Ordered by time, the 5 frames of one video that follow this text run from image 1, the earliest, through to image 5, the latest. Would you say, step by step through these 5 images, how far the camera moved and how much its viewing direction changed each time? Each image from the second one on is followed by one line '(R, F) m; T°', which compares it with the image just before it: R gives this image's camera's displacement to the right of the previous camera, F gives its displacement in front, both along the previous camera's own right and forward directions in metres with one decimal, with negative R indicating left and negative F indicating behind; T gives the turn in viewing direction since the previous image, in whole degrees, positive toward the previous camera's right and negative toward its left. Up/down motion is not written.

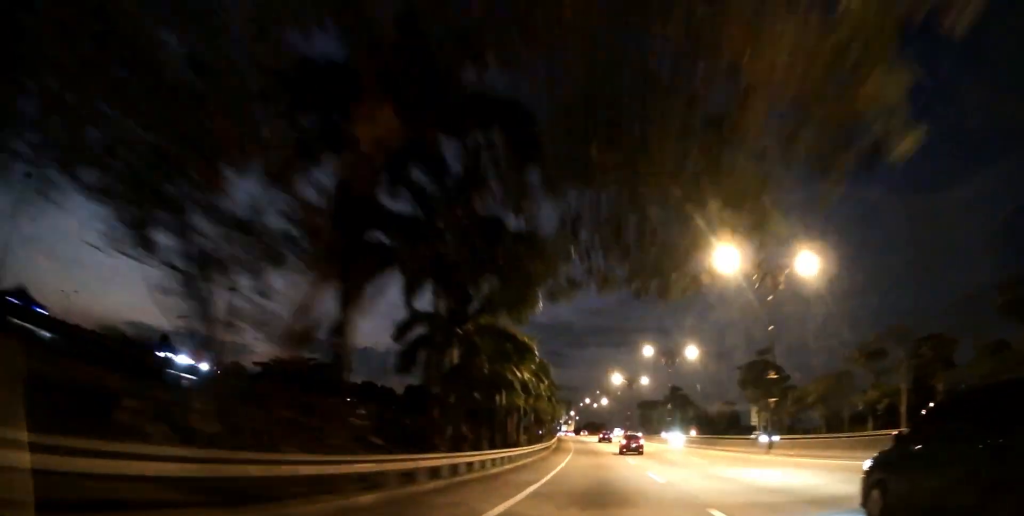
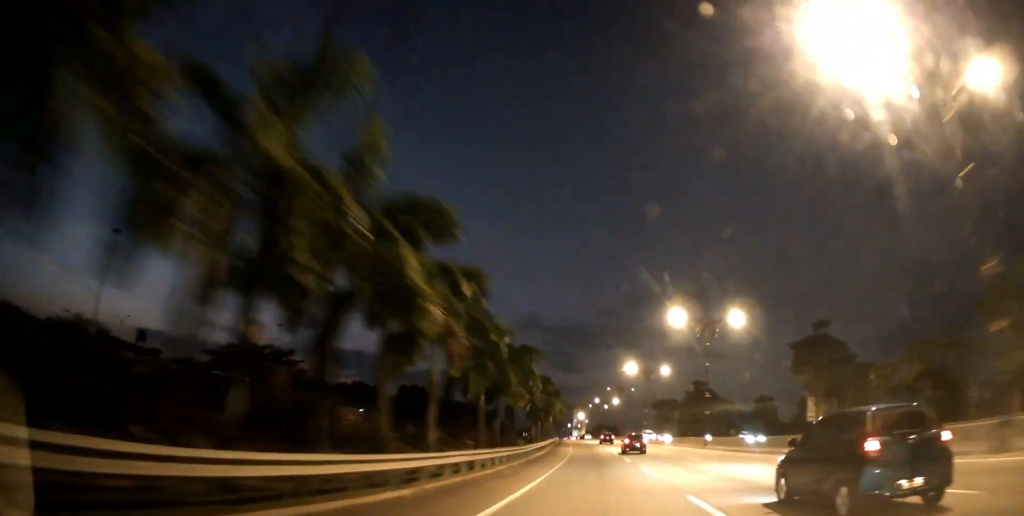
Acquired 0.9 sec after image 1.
(-0.2, +22.3) m; -1°
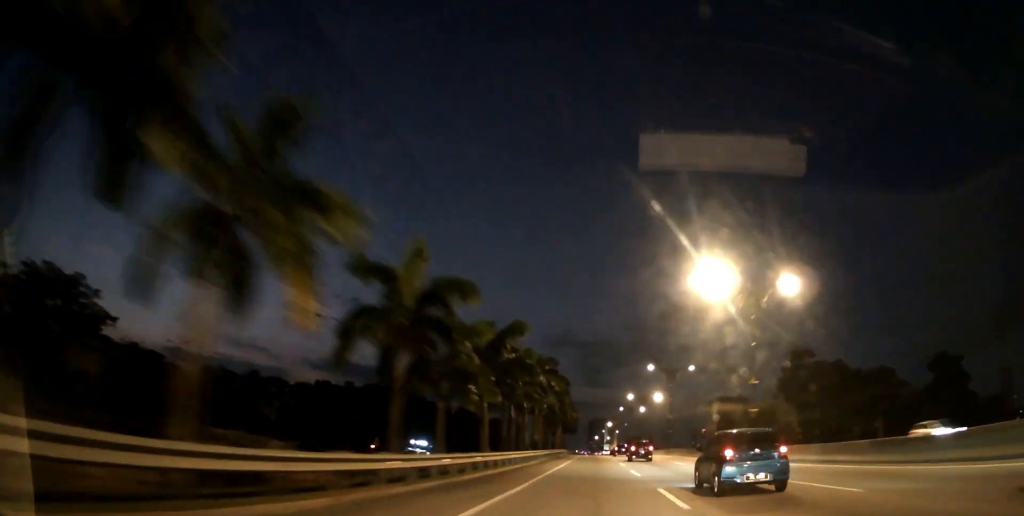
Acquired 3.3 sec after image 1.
(-1.5, +55.7) m; -3°
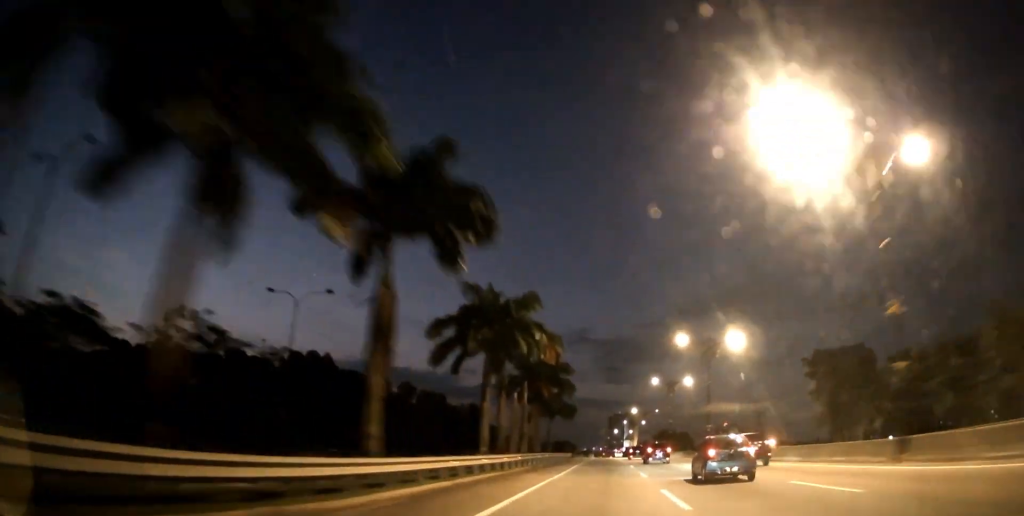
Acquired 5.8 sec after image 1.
(-1.1, +59.8) m; -2°
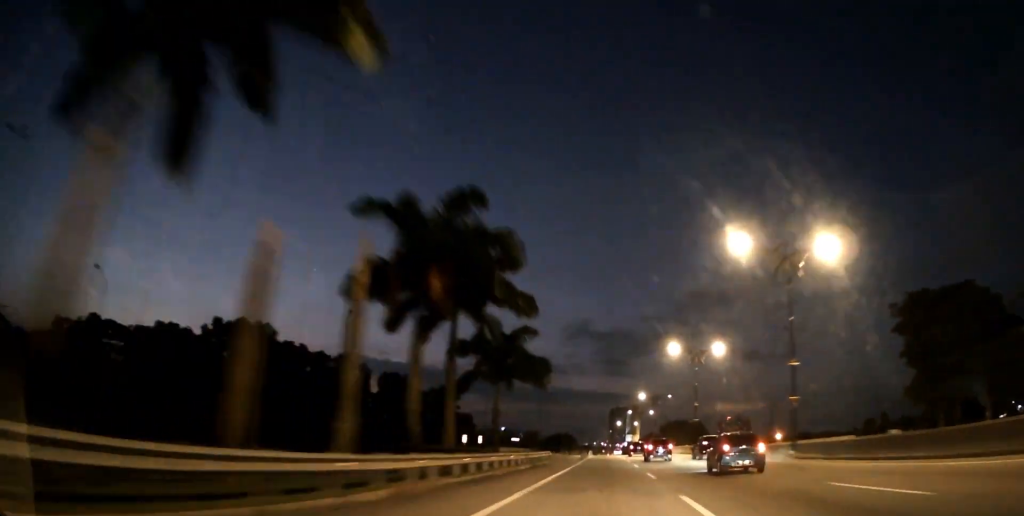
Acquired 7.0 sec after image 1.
(-0.1, +26.7) m; 0°
